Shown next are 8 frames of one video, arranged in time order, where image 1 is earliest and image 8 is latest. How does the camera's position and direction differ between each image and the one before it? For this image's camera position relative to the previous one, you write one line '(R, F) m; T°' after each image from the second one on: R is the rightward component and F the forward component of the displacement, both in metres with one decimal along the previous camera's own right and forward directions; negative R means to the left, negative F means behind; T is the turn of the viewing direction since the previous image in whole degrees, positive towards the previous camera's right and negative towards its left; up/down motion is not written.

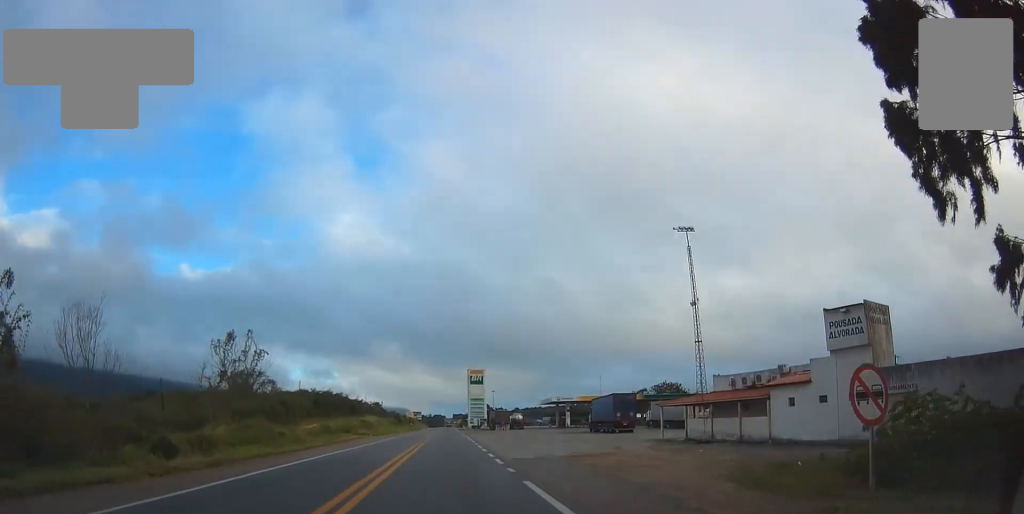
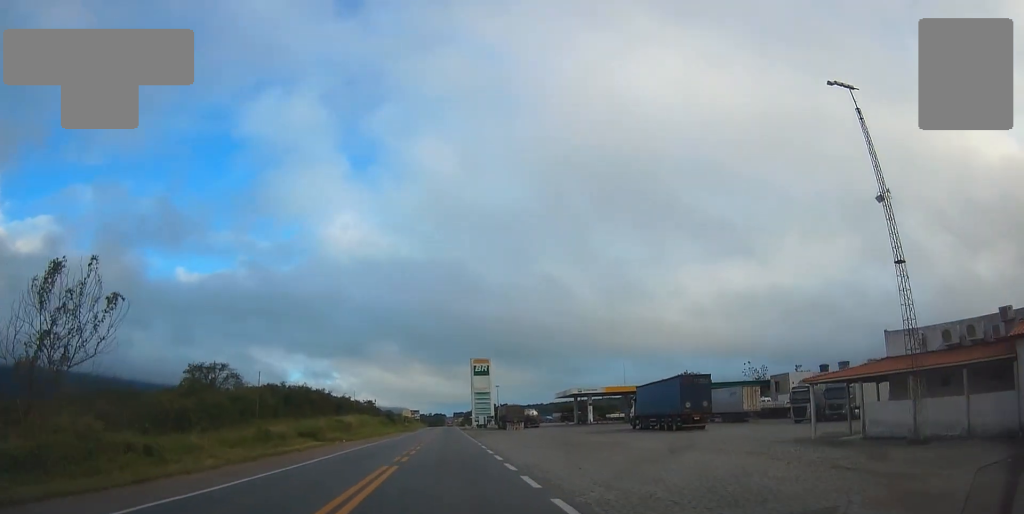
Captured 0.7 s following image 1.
(+0.4, +19.4) m; +1°
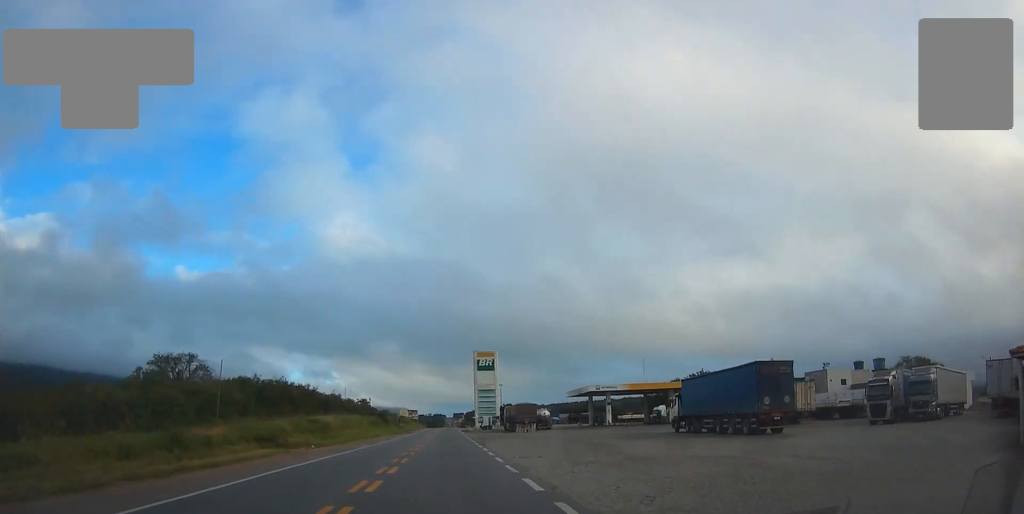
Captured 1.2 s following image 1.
(0.0, +12.4) m; -1°
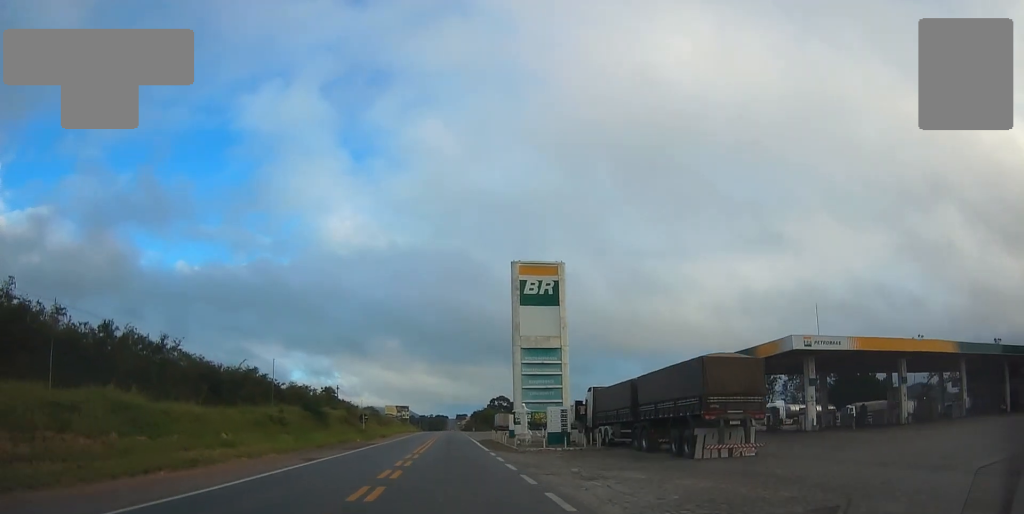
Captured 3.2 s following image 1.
(-0.3, +53.2) m; +1°
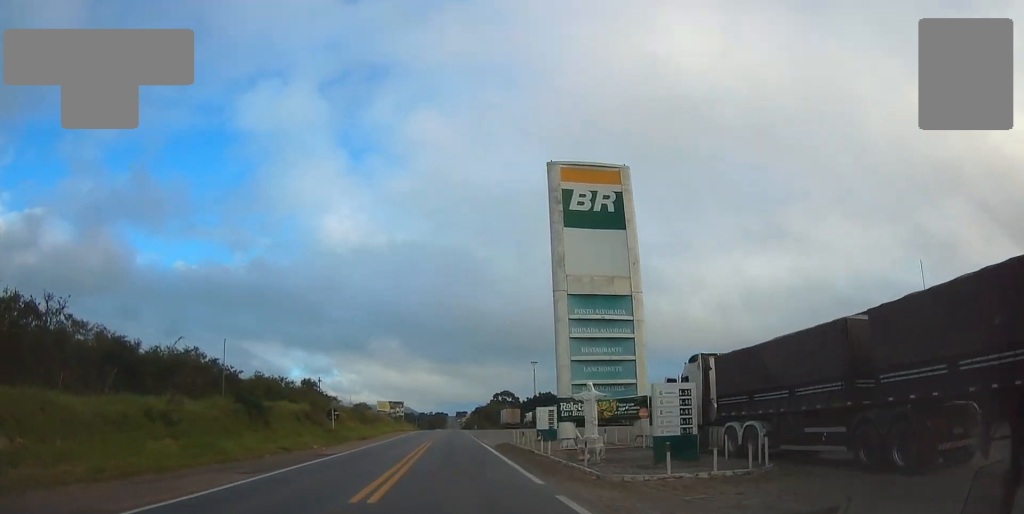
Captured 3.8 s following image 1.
(+0.4, +16.4) m; 0°
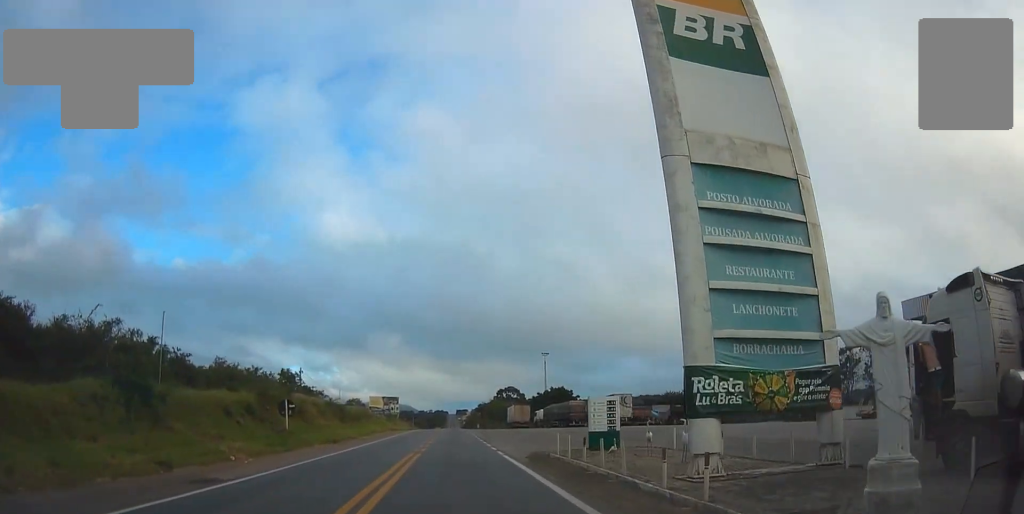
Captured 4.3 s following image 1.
(-0.4, +13.4) m; 0°
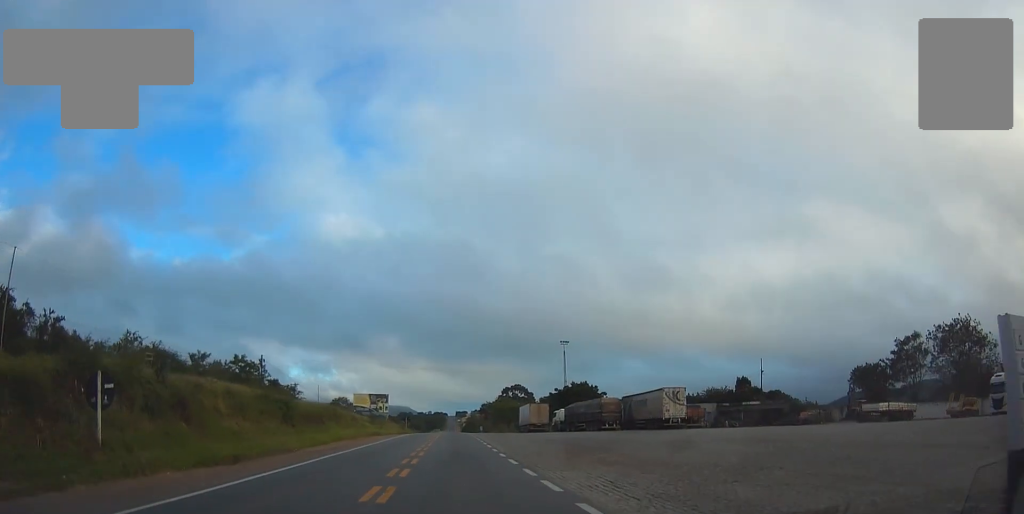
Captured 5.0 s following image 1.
(-0.1, +18.8) m; 0°
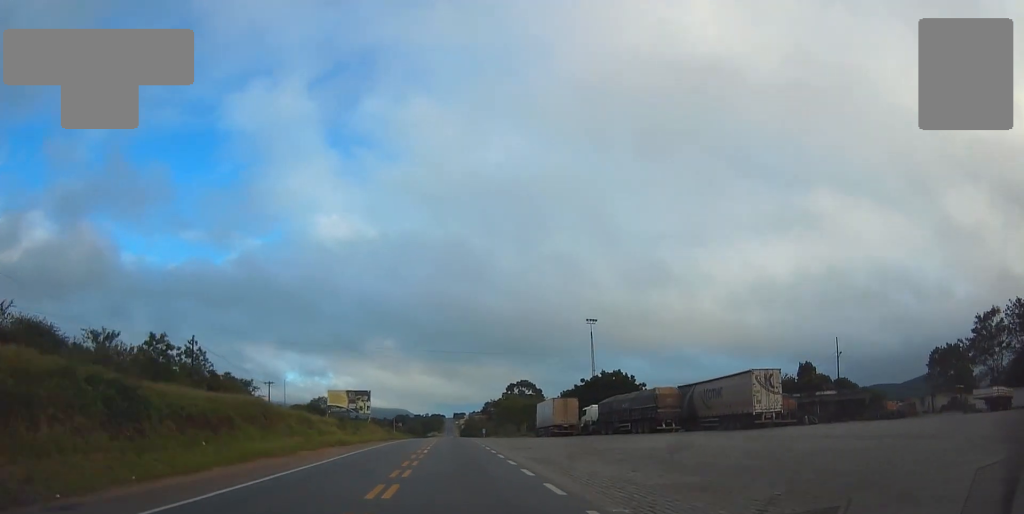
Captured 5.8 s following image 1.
(+0.2, +19.3) m; 0°
